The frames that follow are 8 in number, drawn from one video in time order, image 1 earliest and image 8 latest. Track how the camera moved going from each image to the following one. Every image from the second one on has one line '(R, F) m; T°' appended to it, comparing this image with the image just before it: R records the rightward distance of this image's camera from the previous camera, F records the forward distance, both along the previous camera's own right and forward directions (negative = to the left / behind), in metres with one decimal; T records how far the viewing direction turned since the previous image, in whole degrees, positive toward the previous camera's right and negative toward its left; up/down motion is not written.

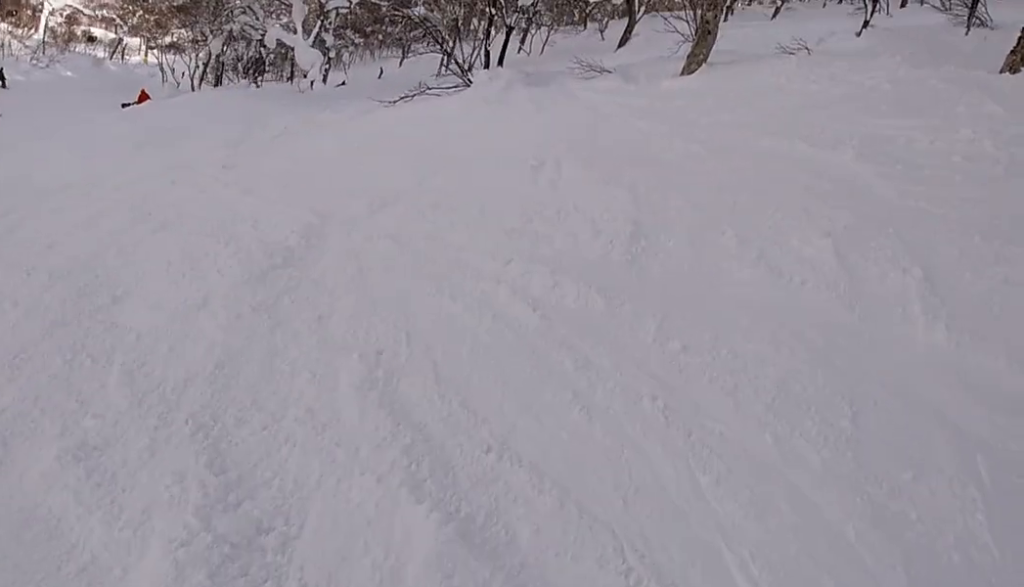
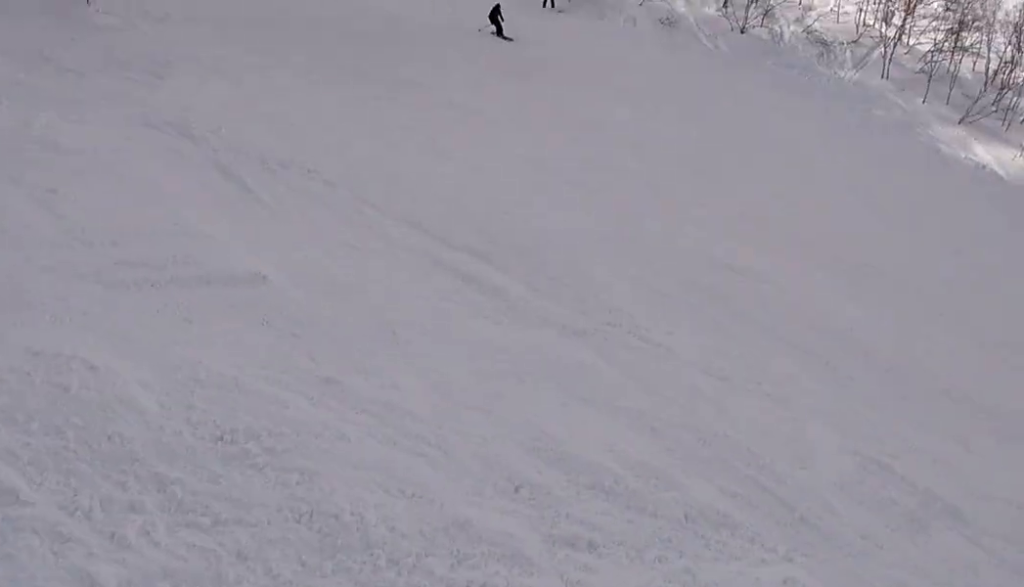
(-2.8, +5.5) m; -71°
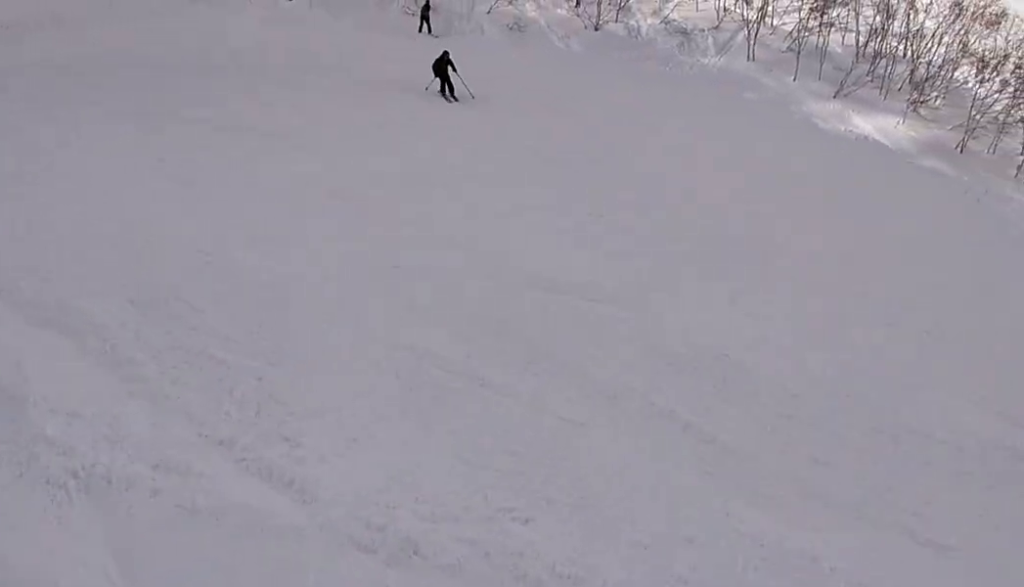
(-1.3, +2.8) m; -39°
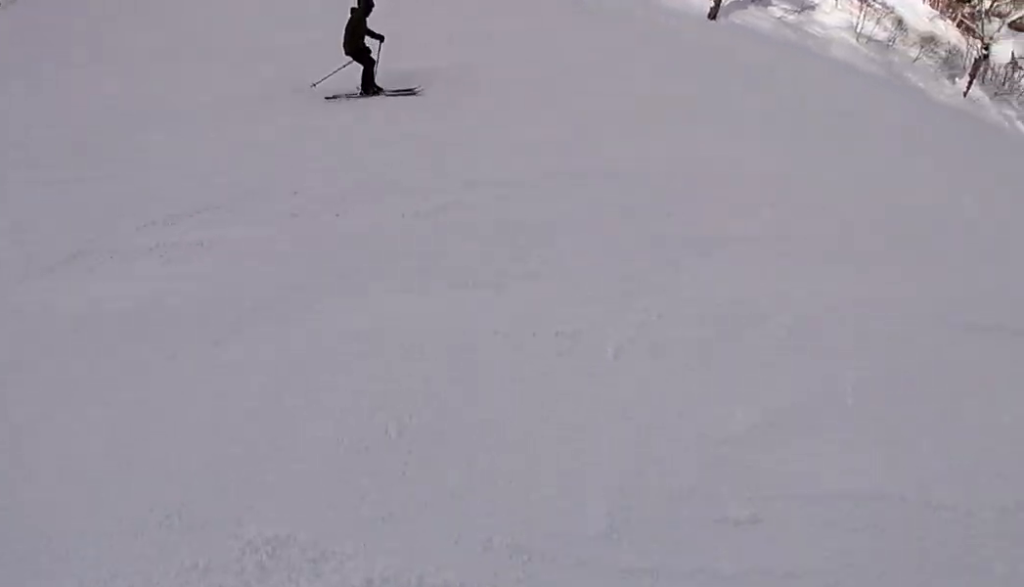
(-1.4, +4.1) m; -20°
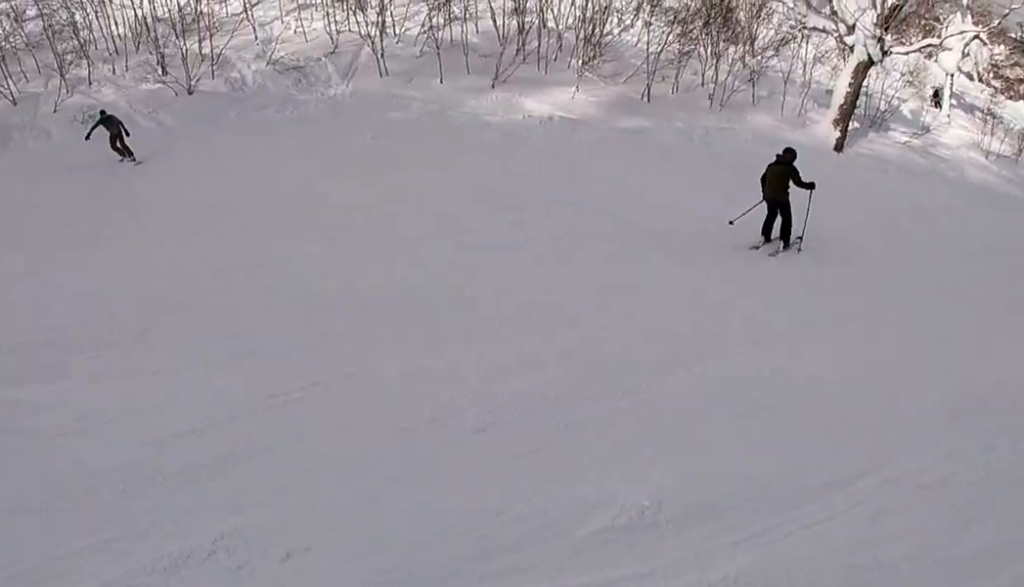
(0.0, +2.9) m; +9°
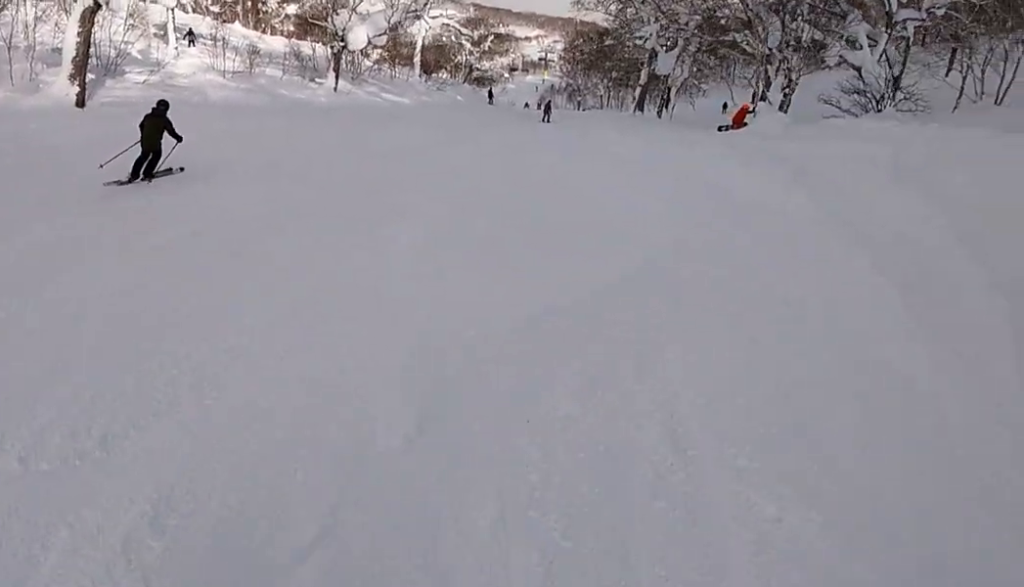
(0.0, +2.0) m; +18°
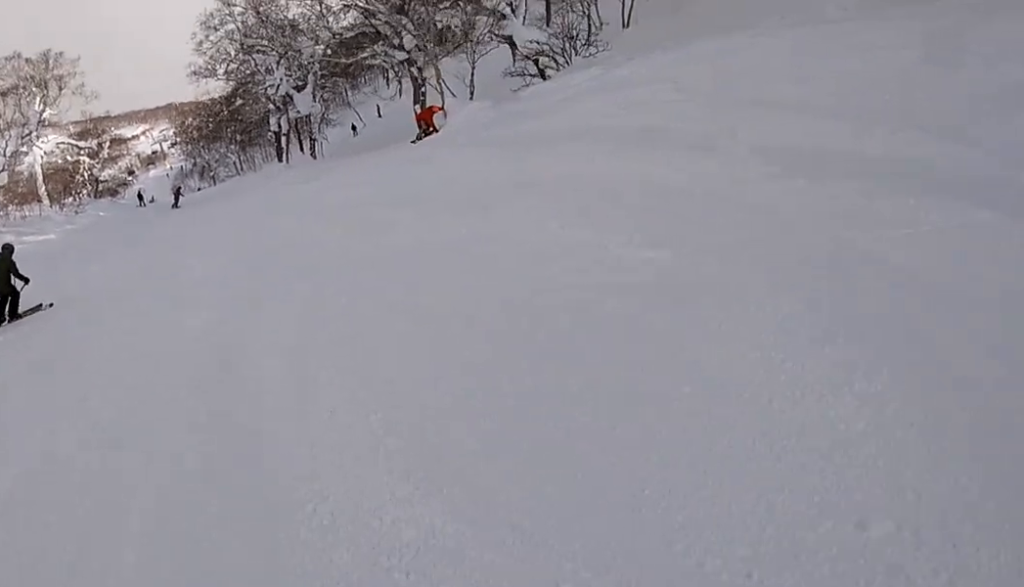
(+1.2, +3.7) m; +34°
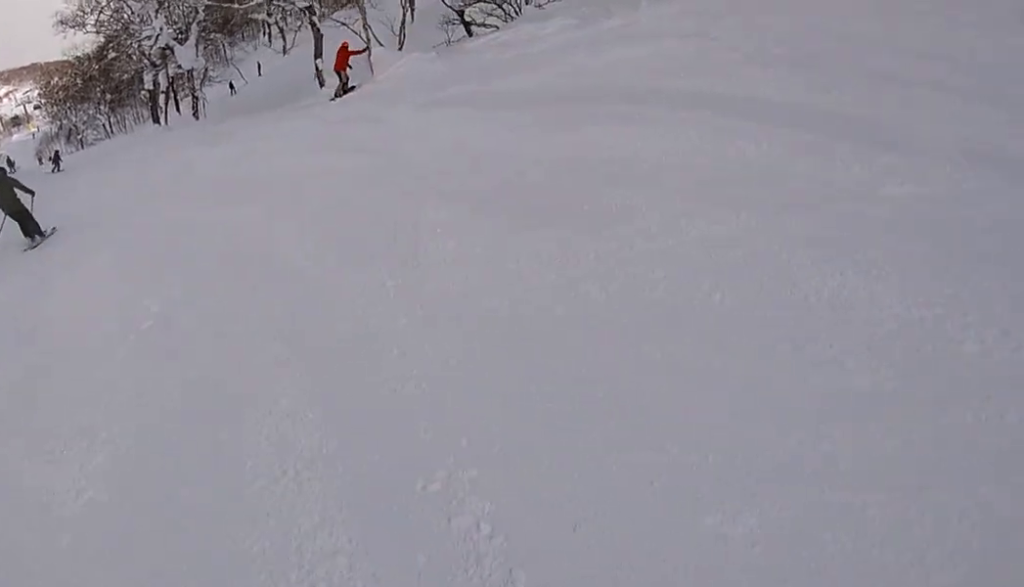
(+0.8, +3.2) m; +18°
